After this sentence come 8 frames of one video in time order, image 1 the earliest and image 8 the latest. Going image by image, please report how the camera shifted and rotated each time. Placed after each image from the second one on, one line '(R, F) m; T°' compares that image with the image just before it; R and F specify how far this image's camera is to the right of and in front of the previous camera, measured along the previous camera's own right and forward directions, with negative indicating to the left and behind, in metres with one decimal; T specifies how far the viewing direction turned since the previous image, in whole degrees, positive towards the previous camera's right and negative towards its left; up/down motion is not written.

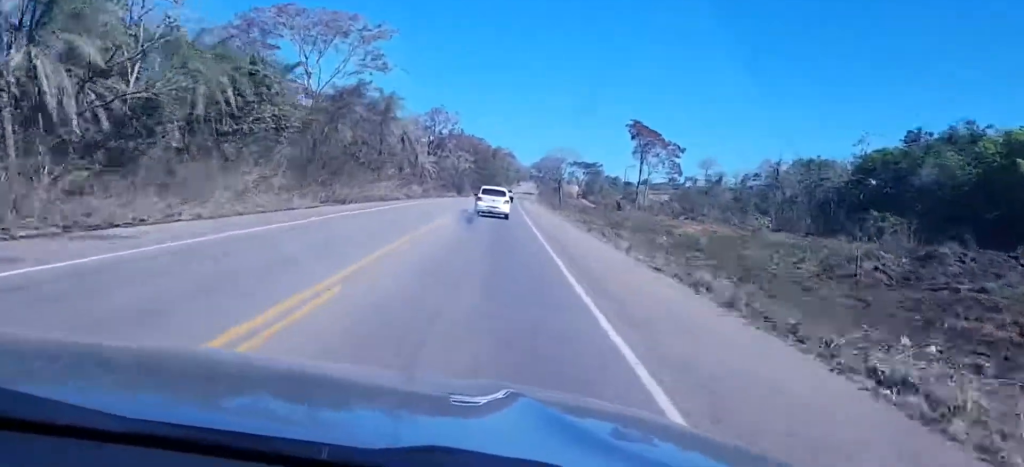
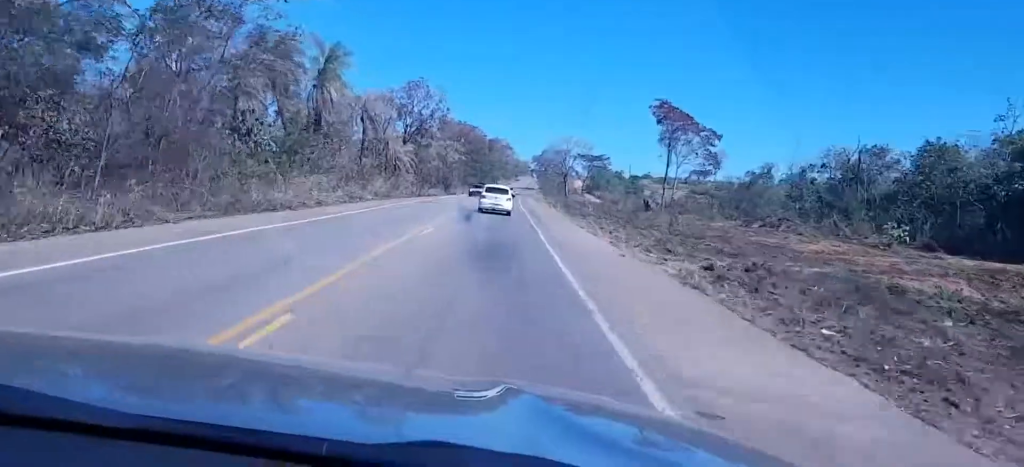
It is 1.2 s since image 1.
(-0.1, +36.5) m; 0°
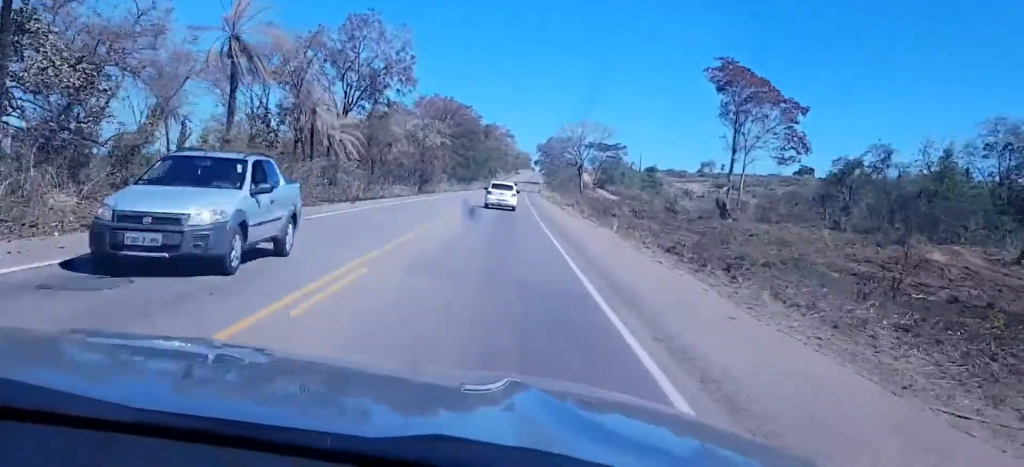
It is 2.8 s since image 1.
(-0.2, +48.5) m; 0°
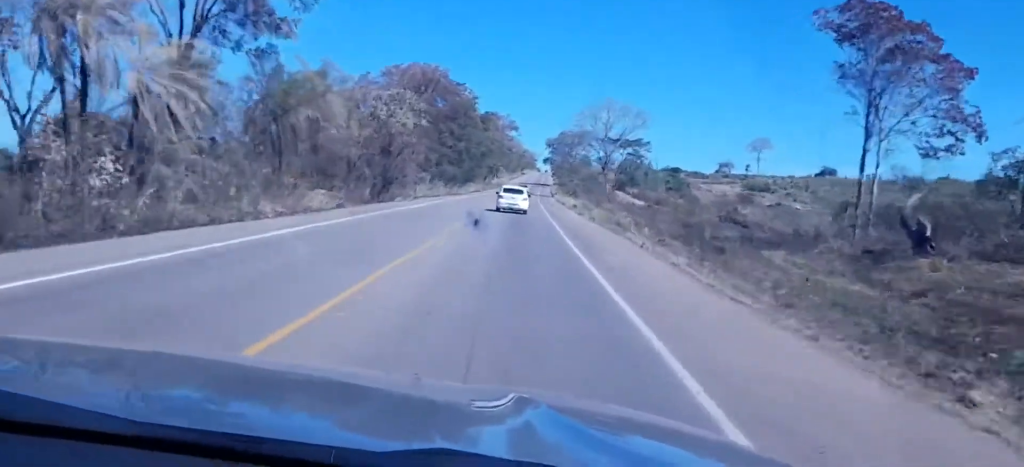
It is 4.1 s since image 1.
(+0.1, +44.6) m; +1°
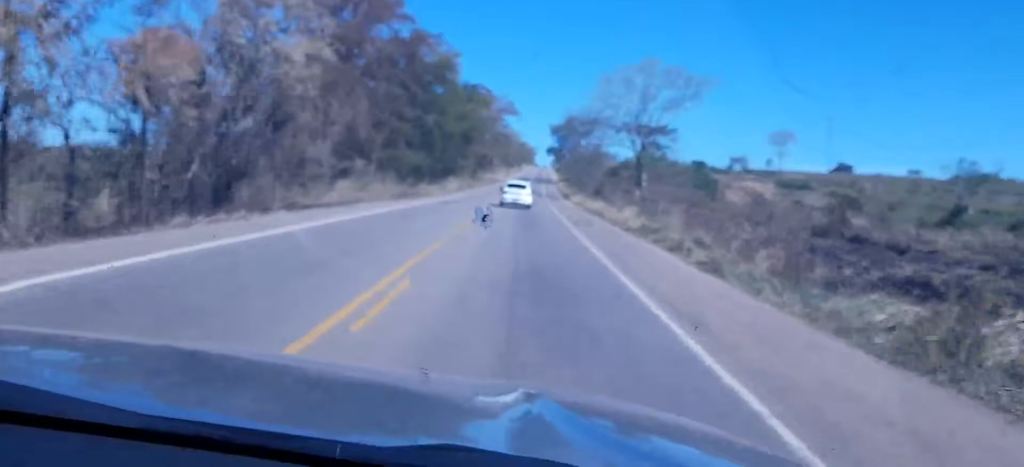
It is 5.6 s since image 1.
(+0.6, +51.2) m; +1°
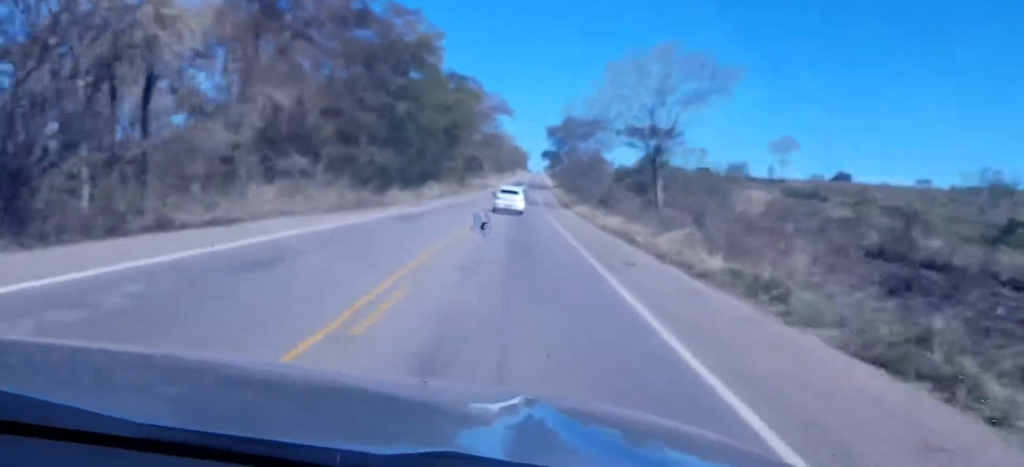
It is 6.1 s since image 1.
(+0.1, +17.5) m; 0°
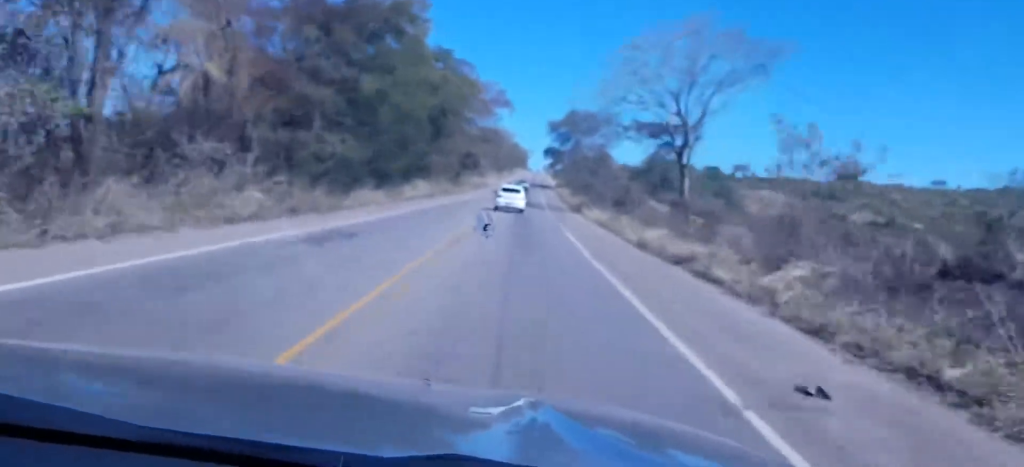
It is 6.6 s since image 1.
(0.0, +15.5) m; 0°
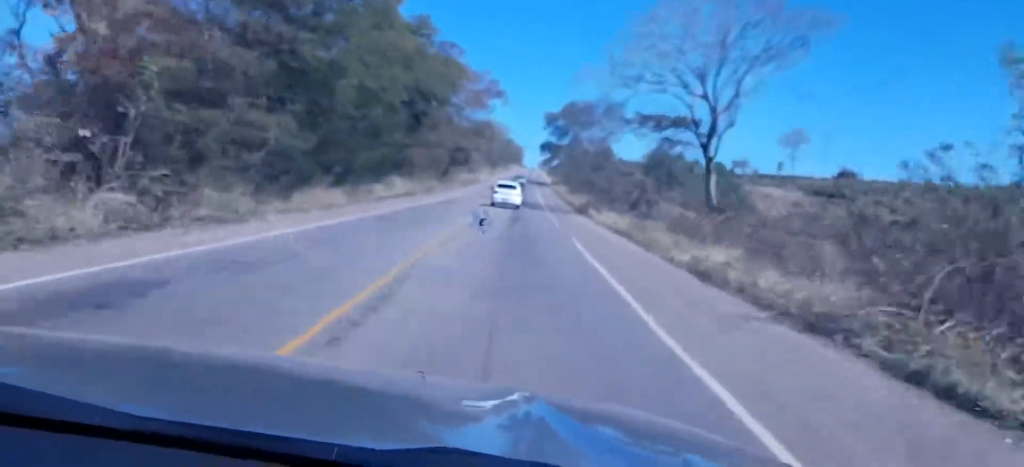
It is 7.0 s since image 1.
(0.0, +12.9) m; 0°
